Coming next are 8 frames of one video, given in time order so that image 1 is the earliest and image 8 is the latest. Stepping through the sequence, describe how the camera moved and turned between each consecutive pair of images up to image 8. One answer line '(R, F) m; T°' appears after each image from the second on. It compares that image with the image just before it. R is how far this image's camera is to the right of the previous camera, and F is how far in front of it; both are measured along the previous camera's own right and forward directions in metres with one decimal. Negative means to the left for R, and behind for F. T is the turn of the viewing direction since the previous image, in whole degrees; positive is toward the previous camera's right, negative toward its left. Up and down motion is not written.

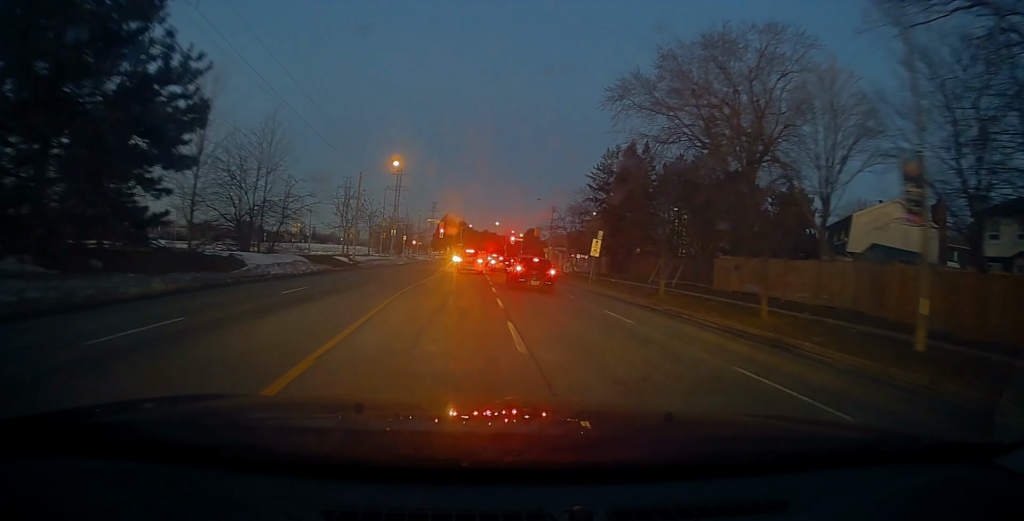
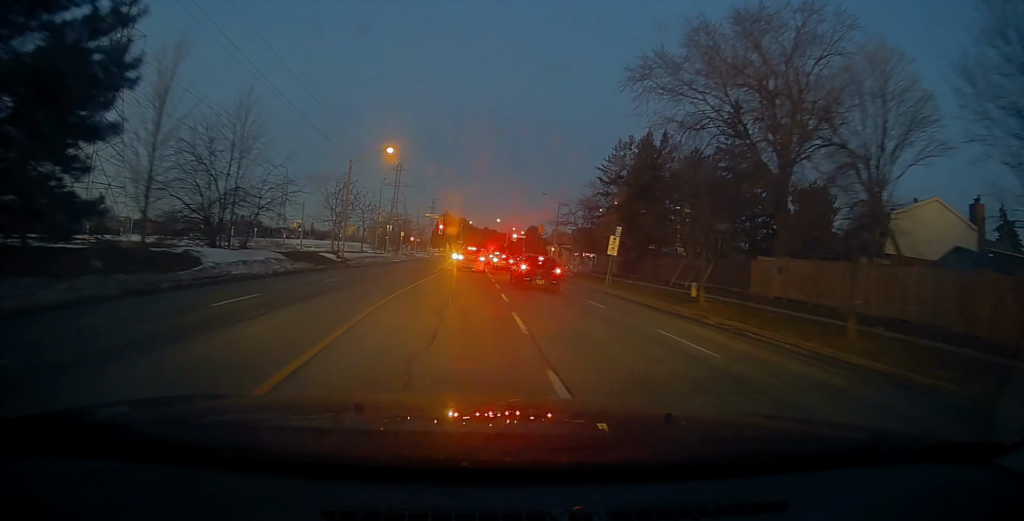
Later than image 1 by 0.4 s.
(0.0, +4.8) m; 0°
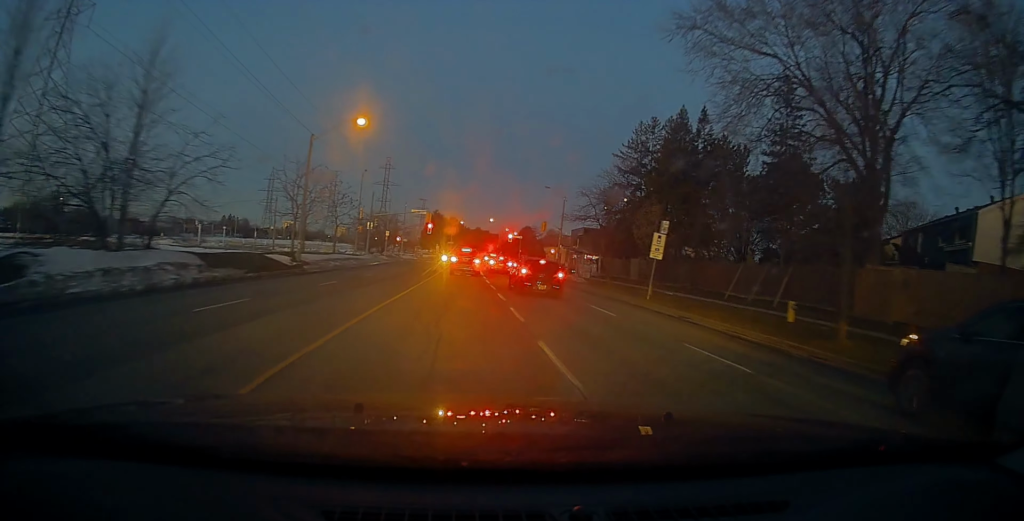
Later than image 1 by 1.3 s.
(0.0, +10.2) m; +2°
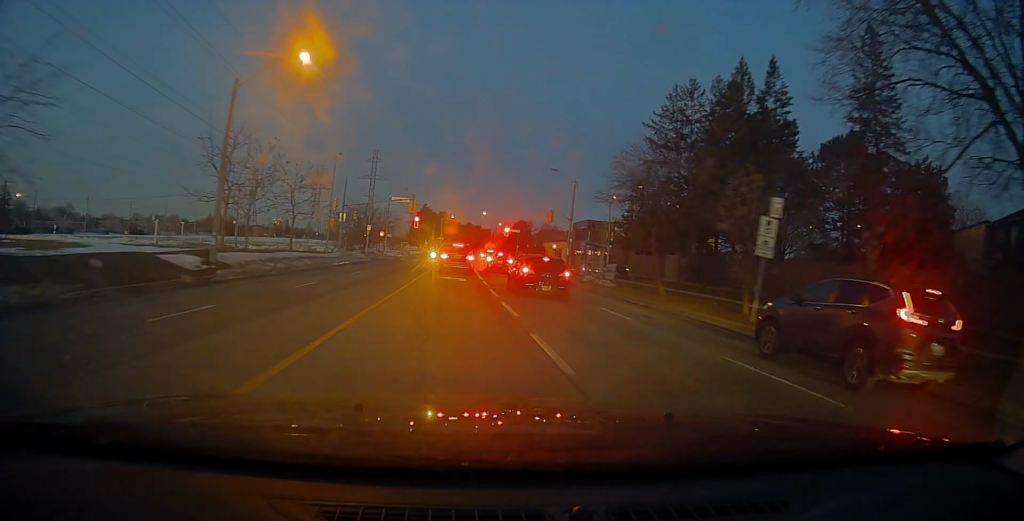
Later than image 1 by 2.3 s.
(+0.3, +11.5) m; +2°
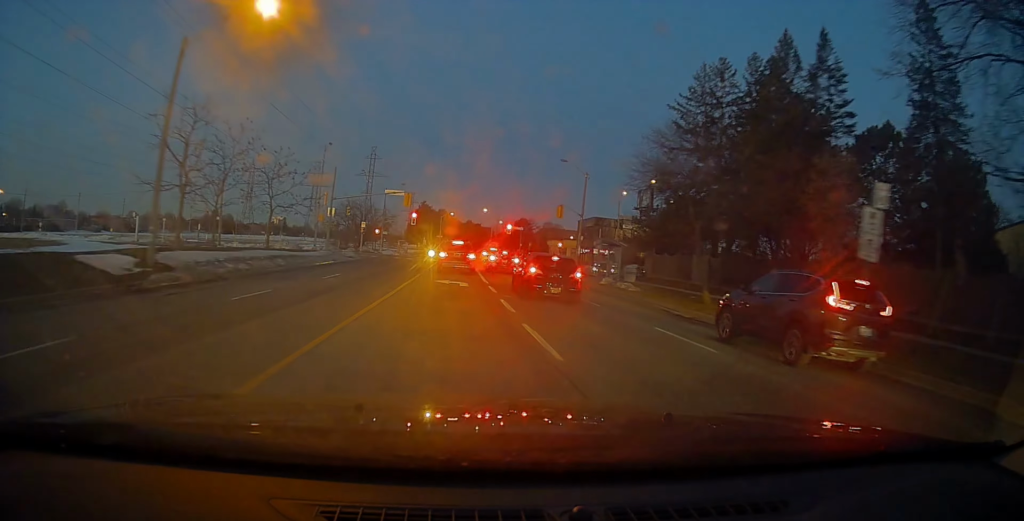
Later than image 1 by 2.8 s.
(0.0, +5.2) m; +1°
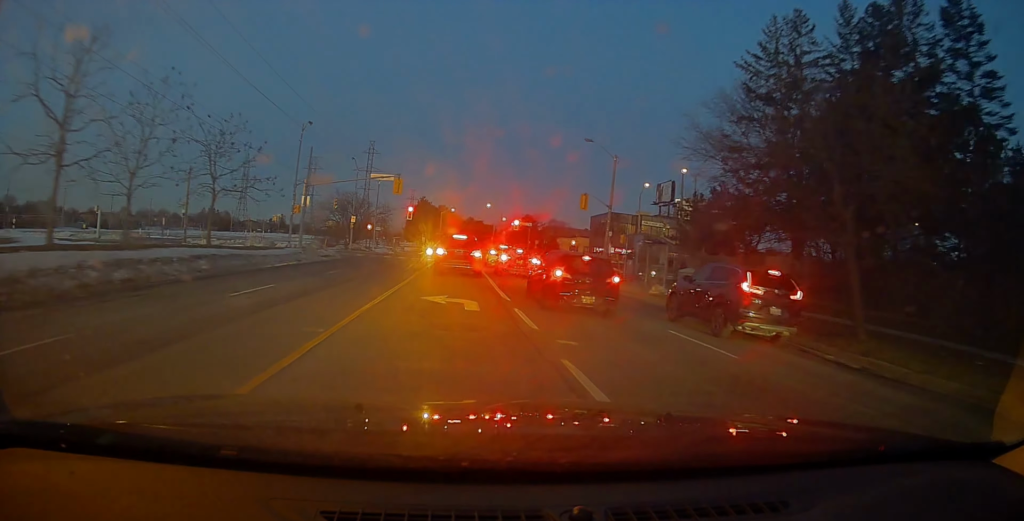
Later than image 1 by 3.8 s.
(+0.3, +9.9) m; -2°
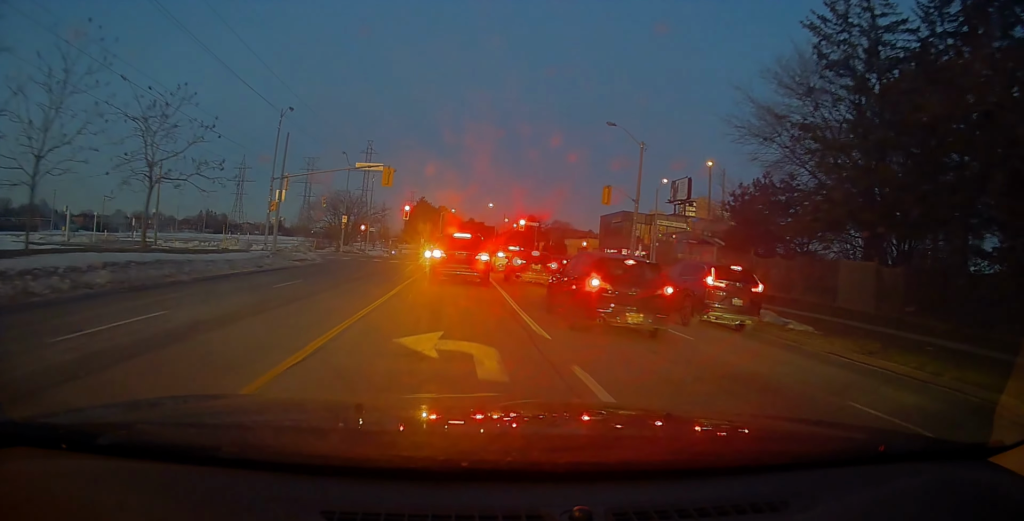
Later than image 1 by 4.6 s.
(-0.4, +7.0) m; -4°
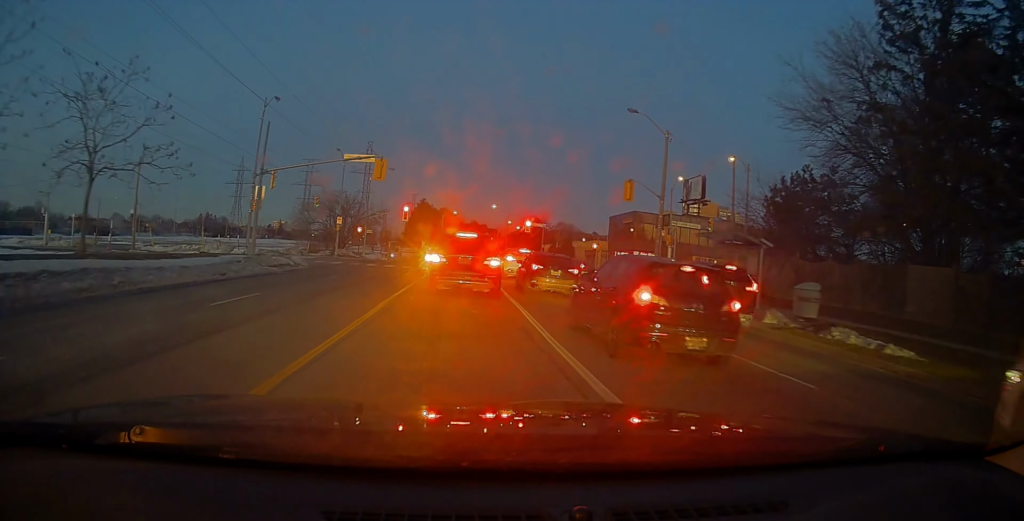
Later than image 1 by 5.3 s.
(-0.3, +5.0) m; -1°
